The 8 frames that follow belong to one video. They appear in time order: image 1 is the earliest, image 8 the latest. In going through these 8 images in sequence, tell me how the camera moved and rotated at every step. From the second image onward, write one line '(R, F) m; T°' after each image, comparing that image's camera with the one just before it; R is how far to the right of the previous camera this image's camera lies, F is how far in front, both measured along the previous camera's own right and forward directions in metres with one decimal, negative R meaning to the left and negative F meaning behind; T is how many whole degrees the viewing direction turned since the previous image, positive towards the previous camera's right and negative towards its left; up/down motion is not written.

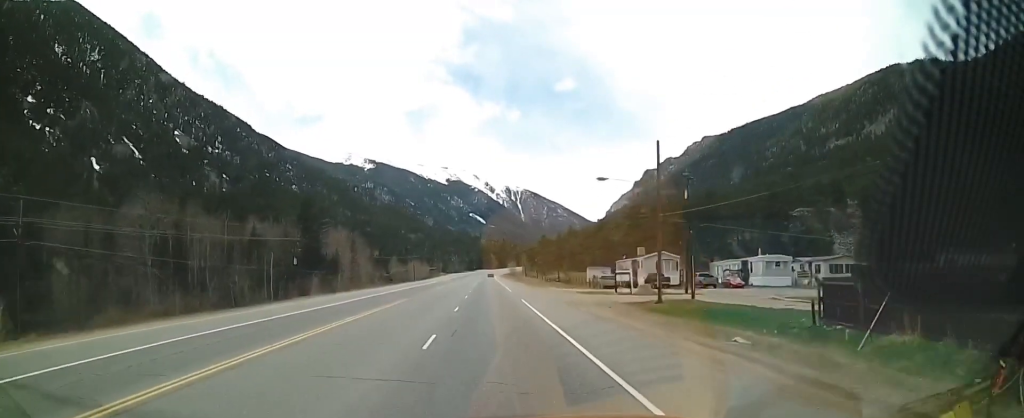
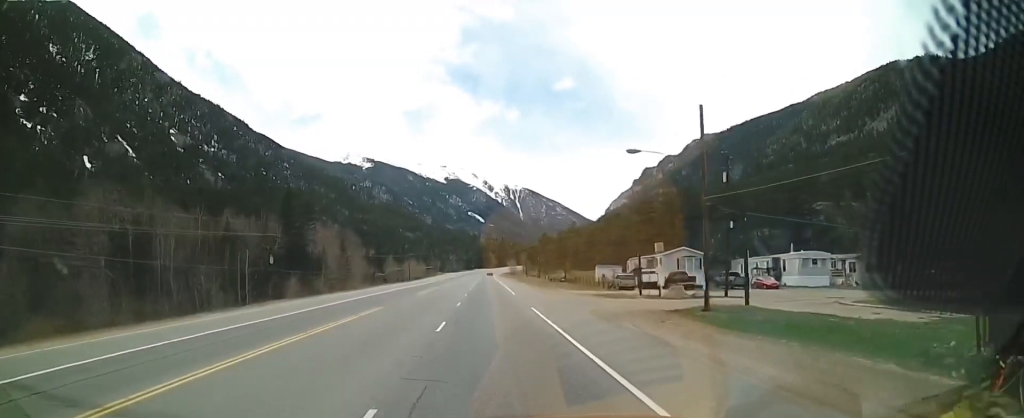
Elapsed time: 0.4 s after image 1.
(+0.2, +8.8) m; +1°
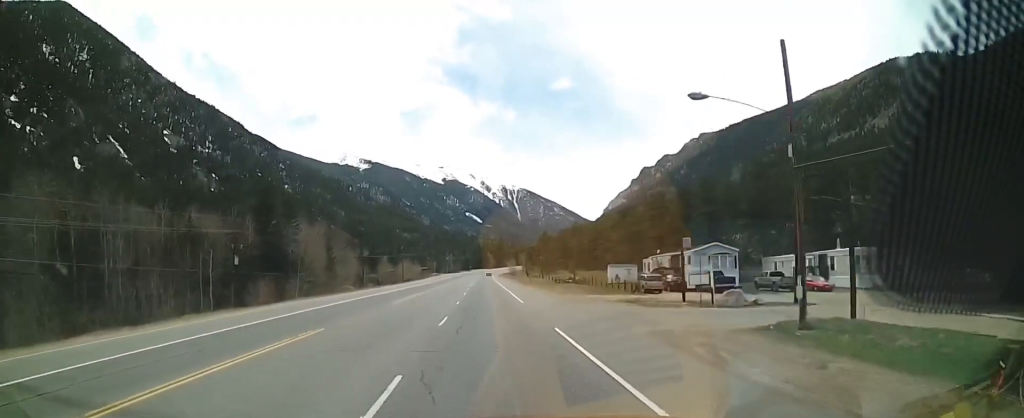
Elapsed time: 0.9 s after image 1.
(+0.1, +10.2) m; +1°
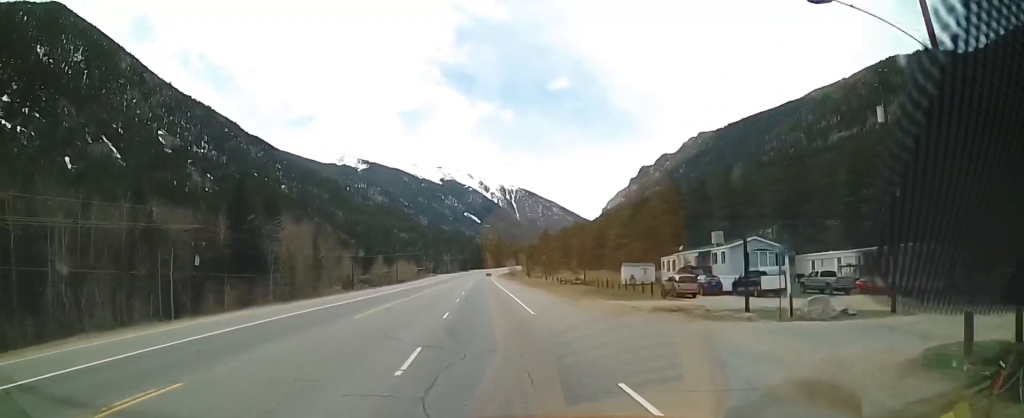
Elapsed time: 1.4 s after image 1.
(0.0, +8.8) m; -1°
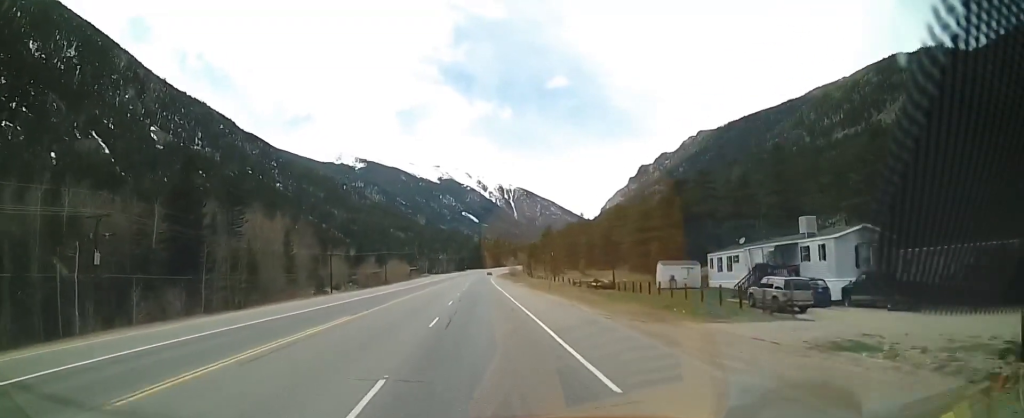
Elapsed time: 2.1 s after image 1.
(0.0, +15.6) m; -1°
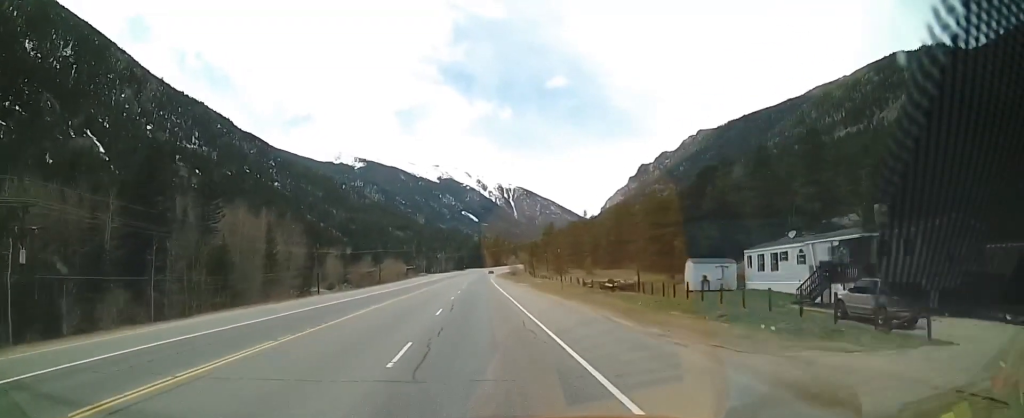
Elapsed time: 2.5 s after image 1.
(-0.2, +8.2) m; -1°
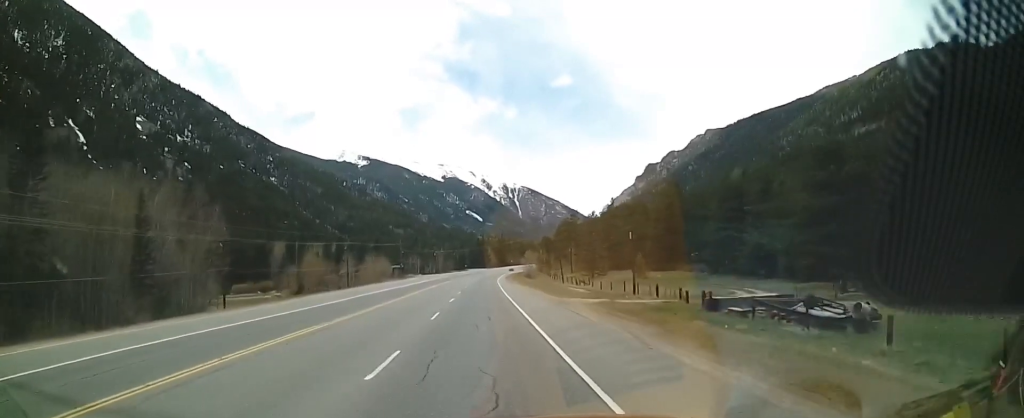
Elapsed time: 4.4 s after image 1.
(+0.1, +38.1) m; +1°
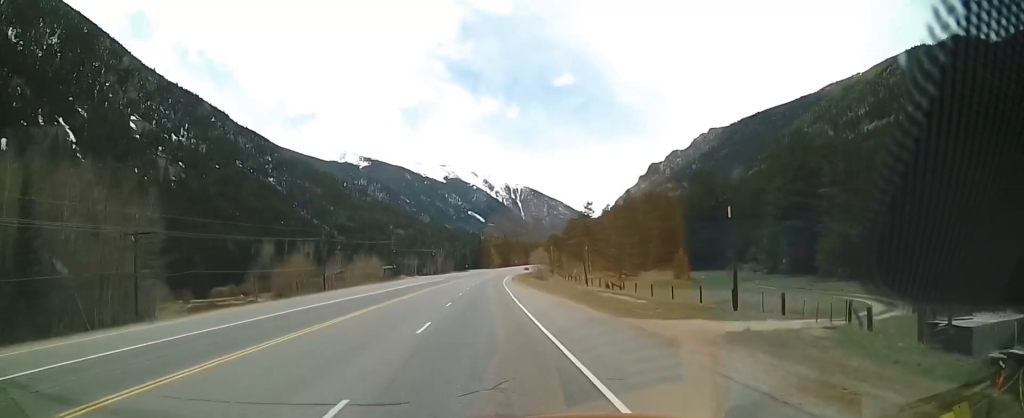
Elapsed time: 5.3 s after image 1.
(+0.1, +17.5) m; -1°
